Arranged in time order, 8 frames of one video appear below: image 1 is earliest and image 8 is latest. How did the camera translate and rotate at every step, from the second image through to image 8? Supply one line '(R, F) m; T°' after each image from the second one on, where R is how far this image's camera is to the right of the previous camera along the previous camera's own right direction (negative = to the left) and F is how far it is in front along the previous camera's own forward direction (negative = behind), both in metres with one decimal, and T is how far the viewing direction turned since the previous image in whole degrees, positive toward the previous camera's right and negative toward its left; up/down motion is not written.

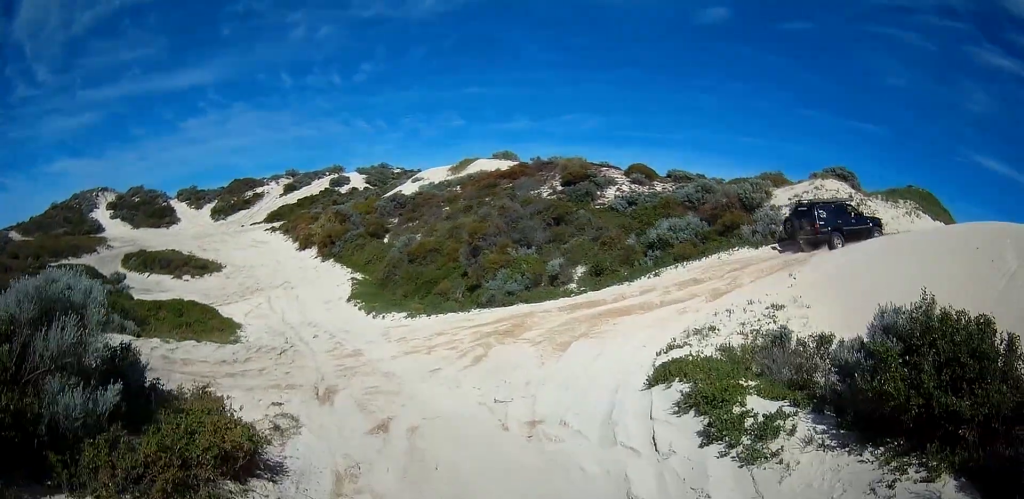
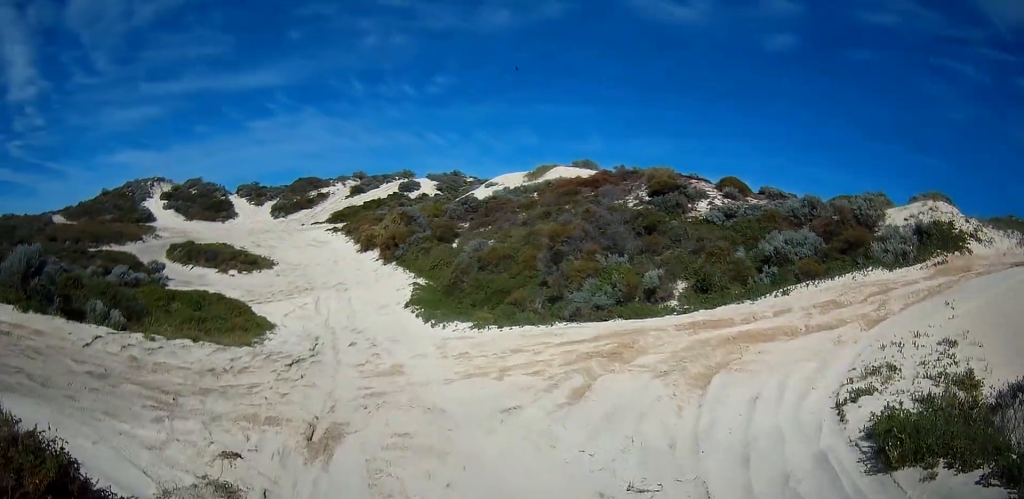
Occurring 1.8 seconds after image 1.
(-0.5, +4.0) m; -12°
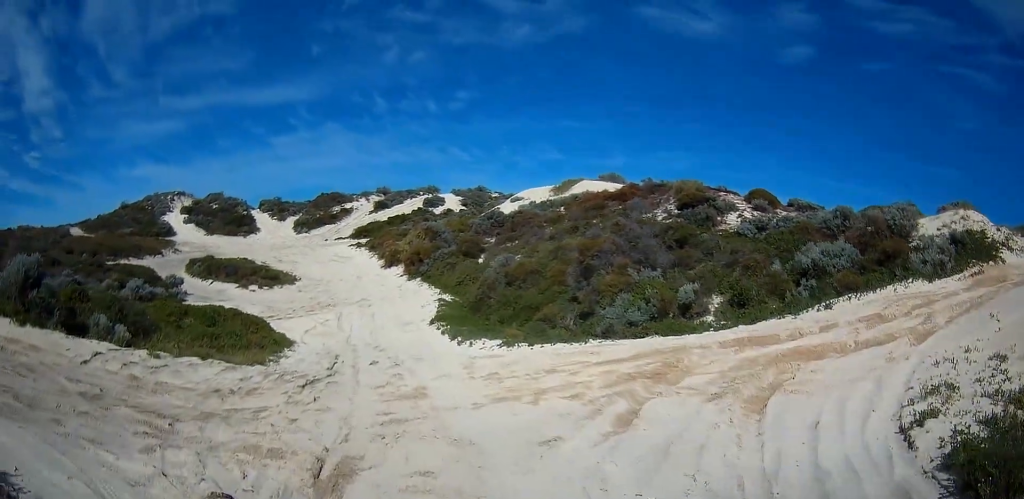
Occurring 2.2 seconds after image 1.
(+0.2, +1.0) m; -6°
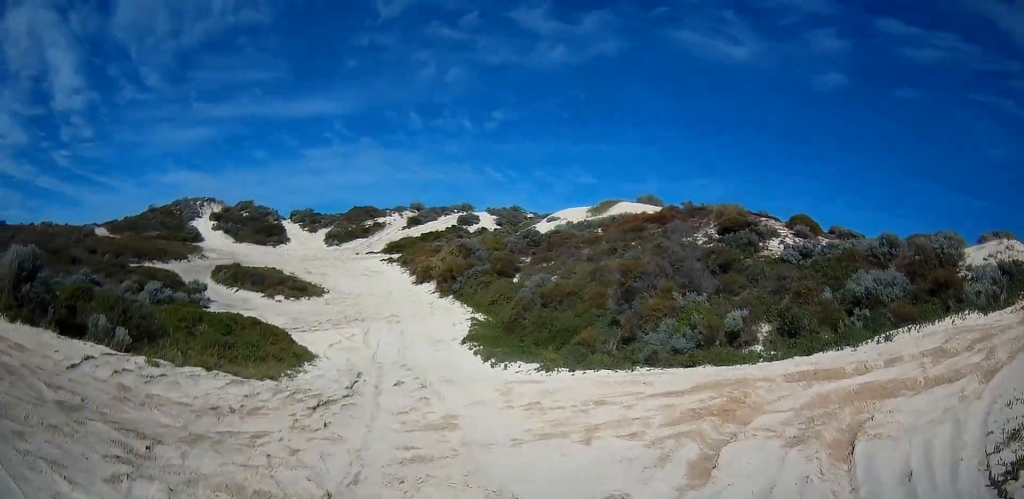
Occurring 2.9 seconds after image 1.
(-0.3, +1.5) m; -9°
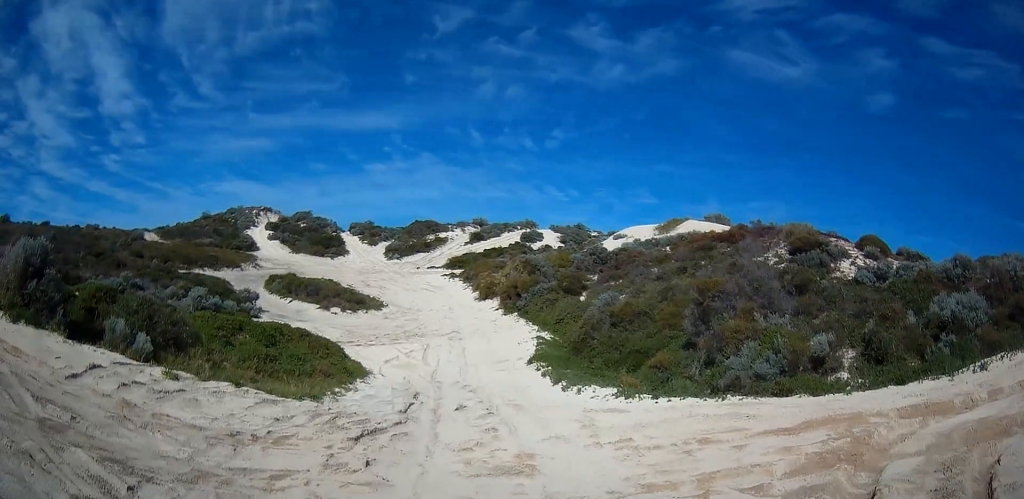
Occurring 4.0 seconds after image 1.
(-0.2, +2.2) m; -3°
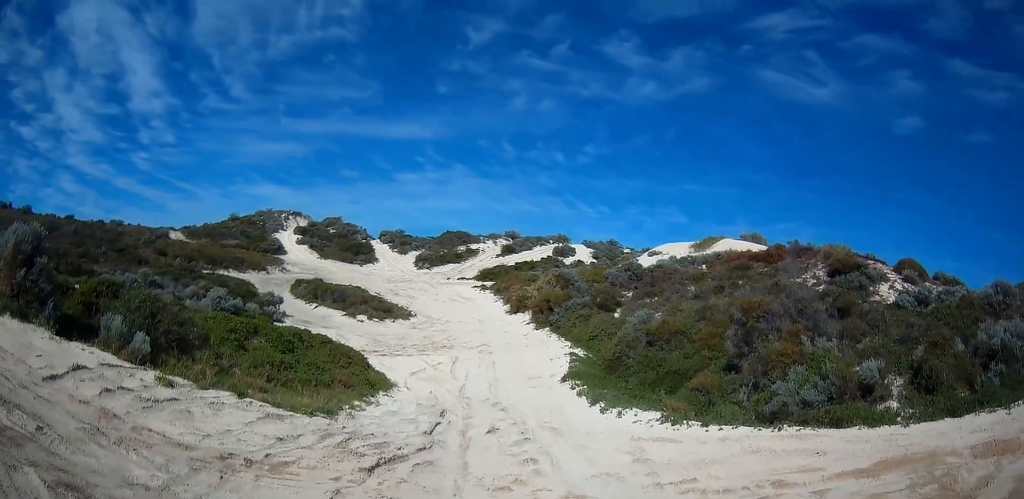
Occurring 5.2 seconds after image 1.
(-0.1, +1.6) m; +2°
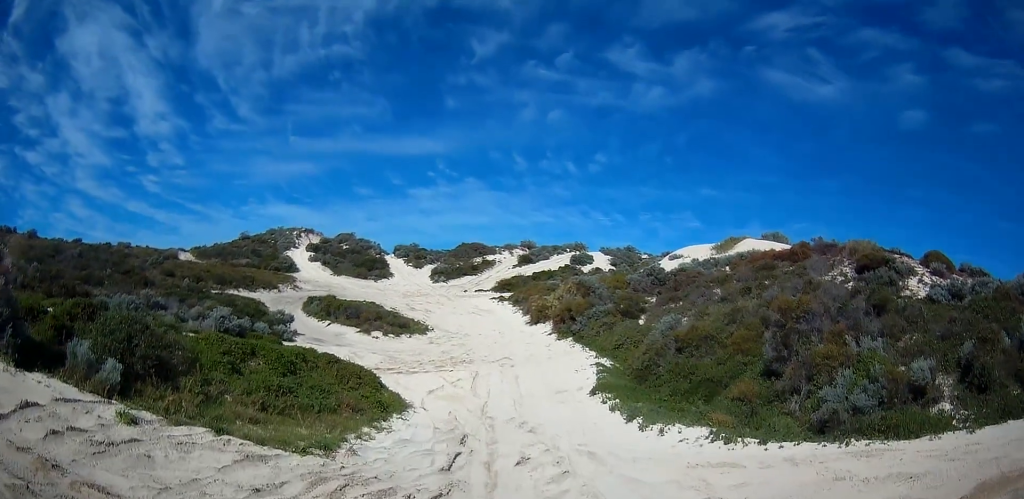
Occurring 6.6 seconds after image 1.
(-0.5, +1.6) m; +1°
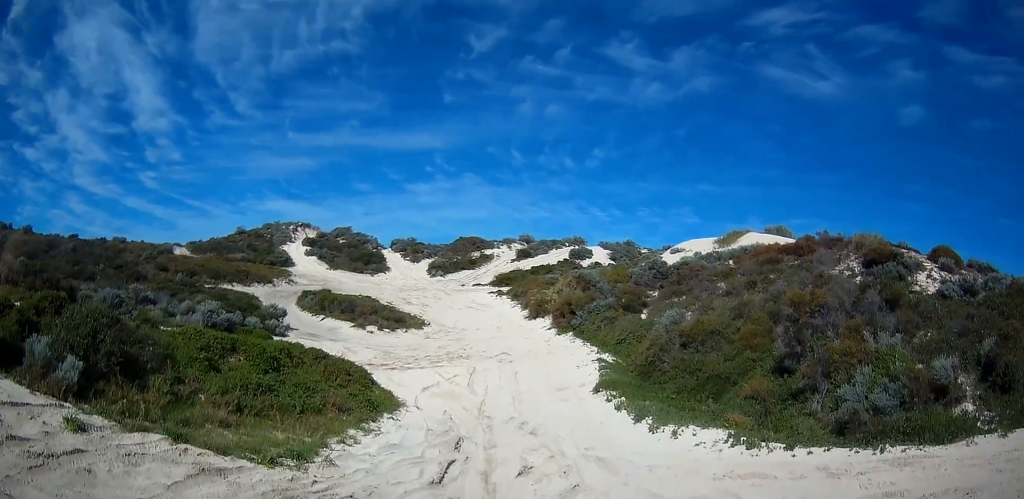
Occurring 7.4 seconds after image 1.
(+0.4, +0.9) m; +5°
